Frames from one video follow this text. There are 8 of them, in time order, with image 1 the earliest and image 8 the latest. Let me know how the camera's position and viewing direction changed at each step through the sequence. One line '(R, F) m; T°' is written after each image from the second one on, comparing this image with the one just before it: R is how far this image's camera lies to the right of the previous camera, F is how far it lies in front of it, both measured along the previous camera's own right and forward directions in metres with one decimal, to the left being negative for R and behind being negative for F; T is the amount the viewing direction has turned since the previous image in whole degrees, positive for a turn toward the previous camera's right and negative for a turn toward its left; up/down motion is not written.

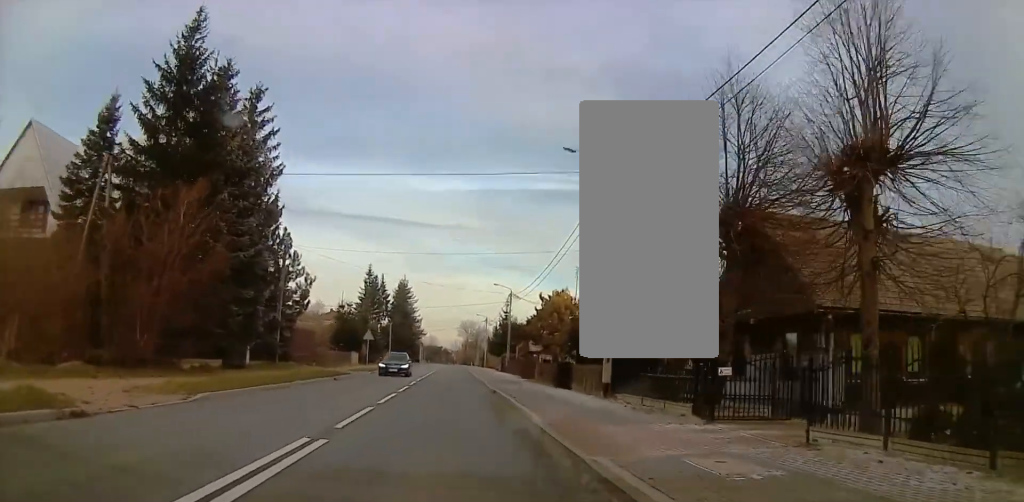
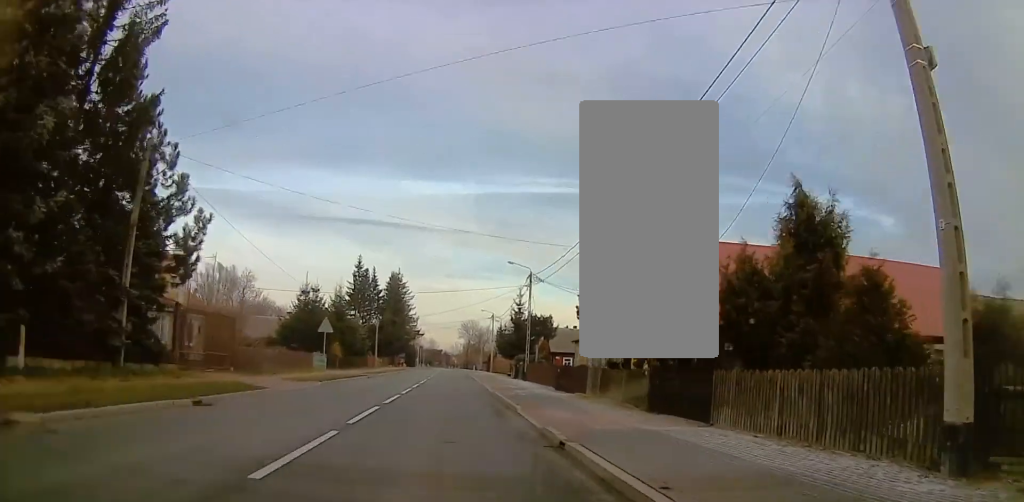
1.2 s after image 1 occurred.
(-0.3, +14.5) m; -1°
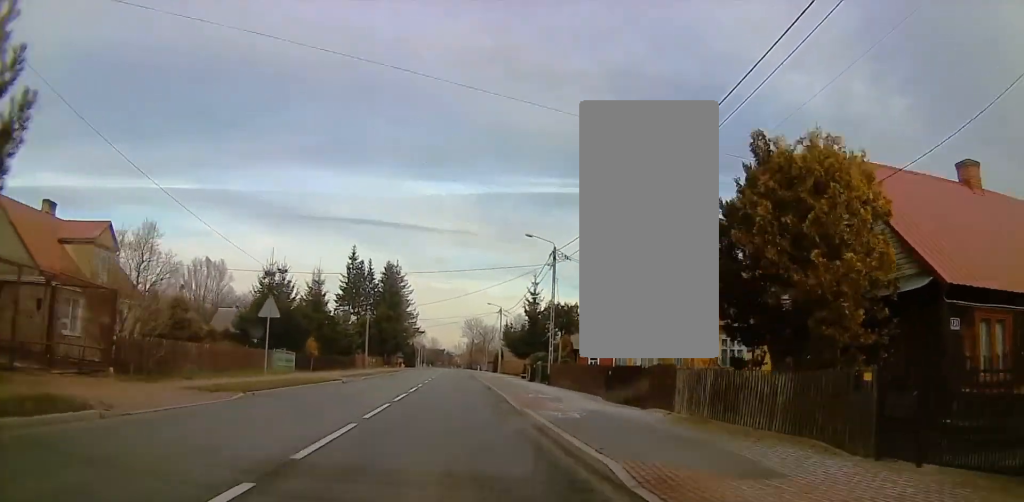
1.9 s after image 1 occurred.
(0.0, +9.2) m; +1°
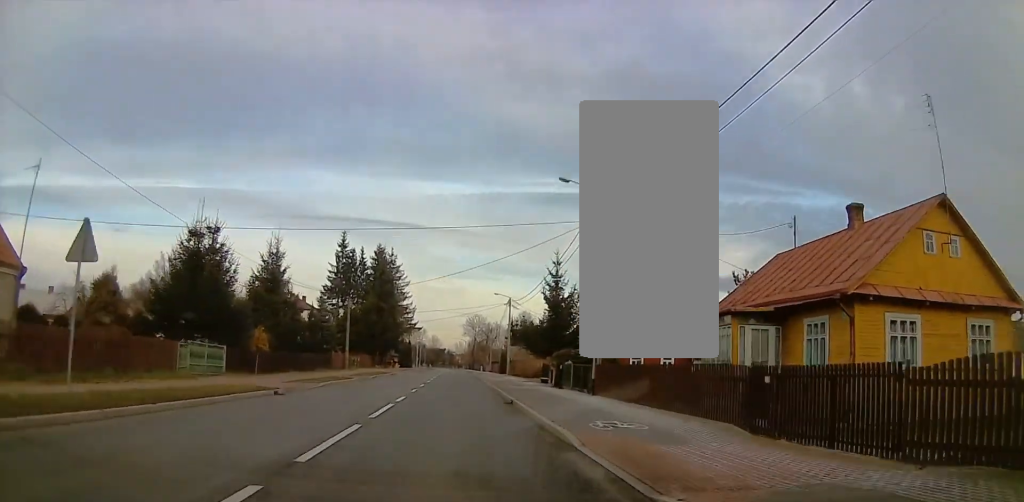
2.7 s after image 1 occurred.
(+0.1, +12.0) m; +1°
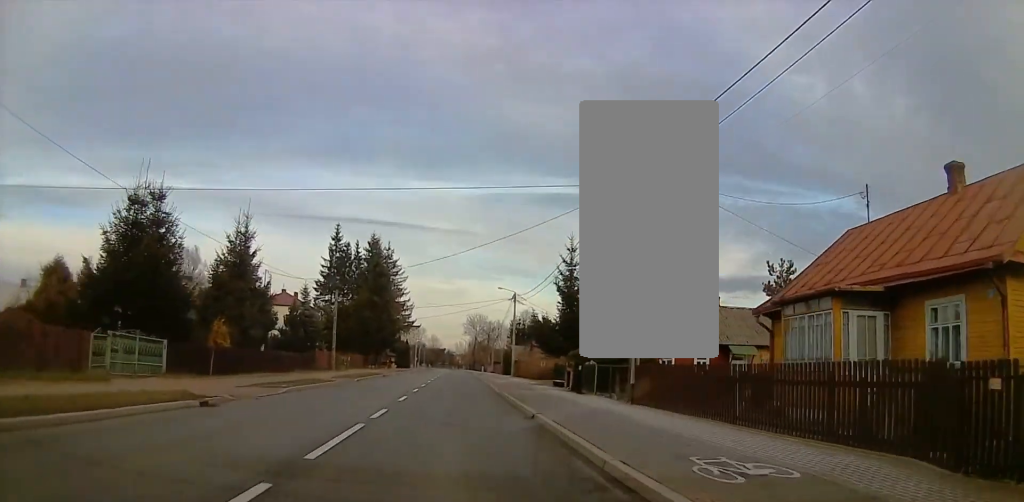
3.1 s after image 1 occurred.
(0.0, +6.3) m; +1°
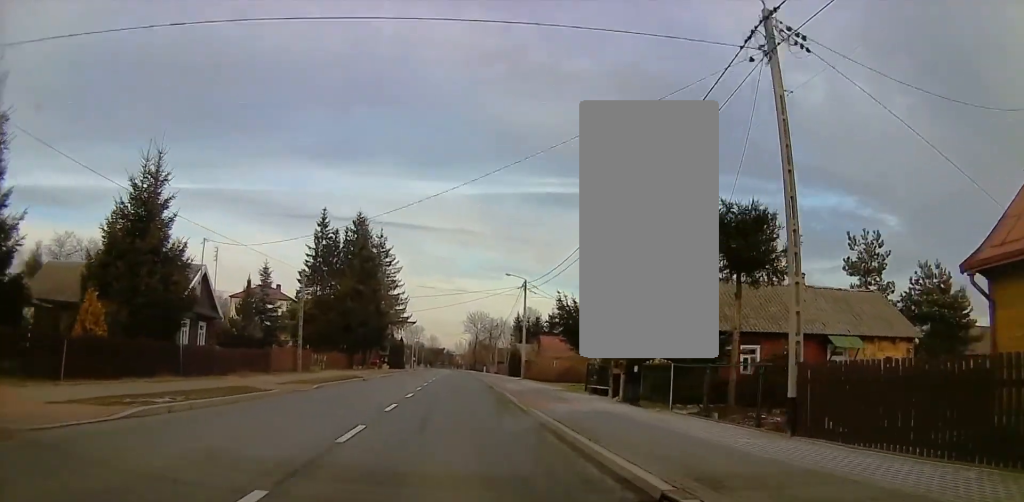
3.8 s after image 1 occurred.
(+0.2, +11.5) m; 0°
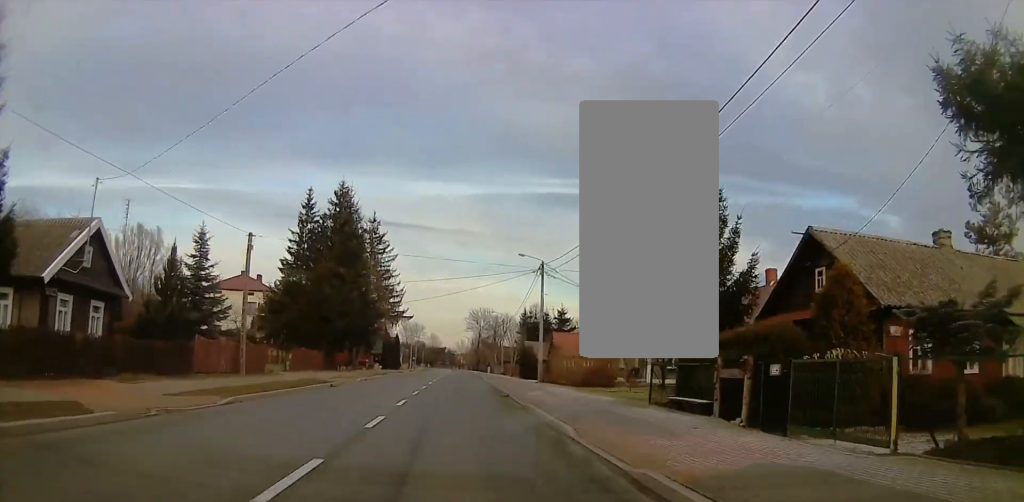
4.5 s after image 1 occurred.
(+0.1, +10.8) m; -1°
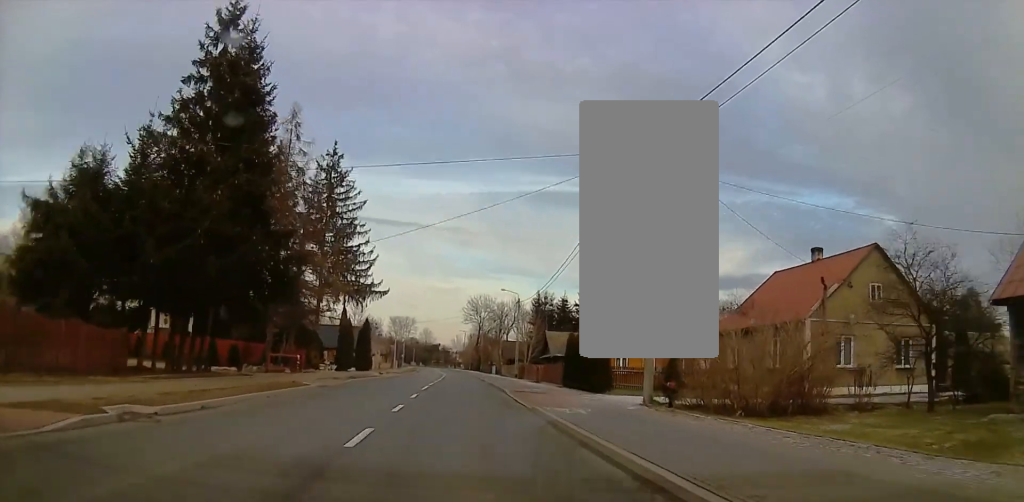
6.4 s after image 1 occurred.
(-1.1, +28.3) m; -2°
